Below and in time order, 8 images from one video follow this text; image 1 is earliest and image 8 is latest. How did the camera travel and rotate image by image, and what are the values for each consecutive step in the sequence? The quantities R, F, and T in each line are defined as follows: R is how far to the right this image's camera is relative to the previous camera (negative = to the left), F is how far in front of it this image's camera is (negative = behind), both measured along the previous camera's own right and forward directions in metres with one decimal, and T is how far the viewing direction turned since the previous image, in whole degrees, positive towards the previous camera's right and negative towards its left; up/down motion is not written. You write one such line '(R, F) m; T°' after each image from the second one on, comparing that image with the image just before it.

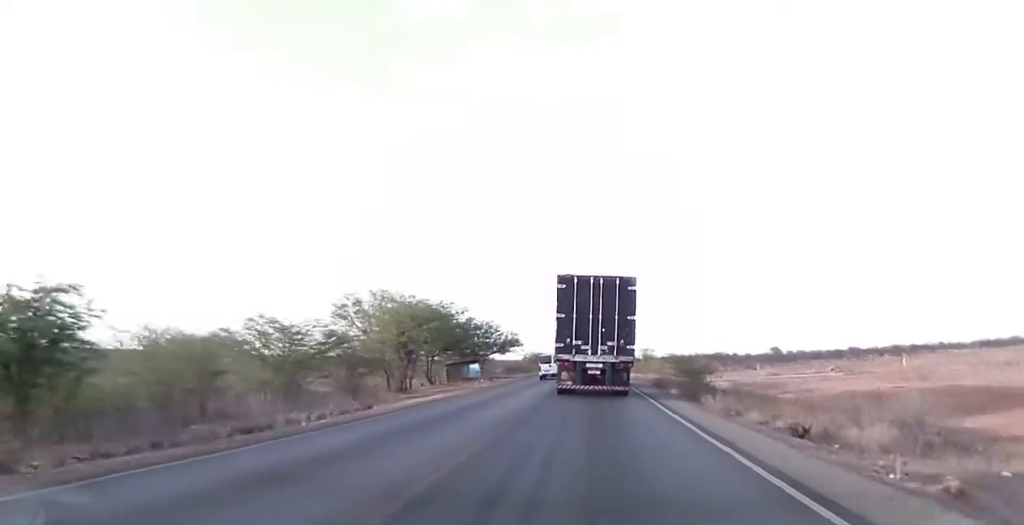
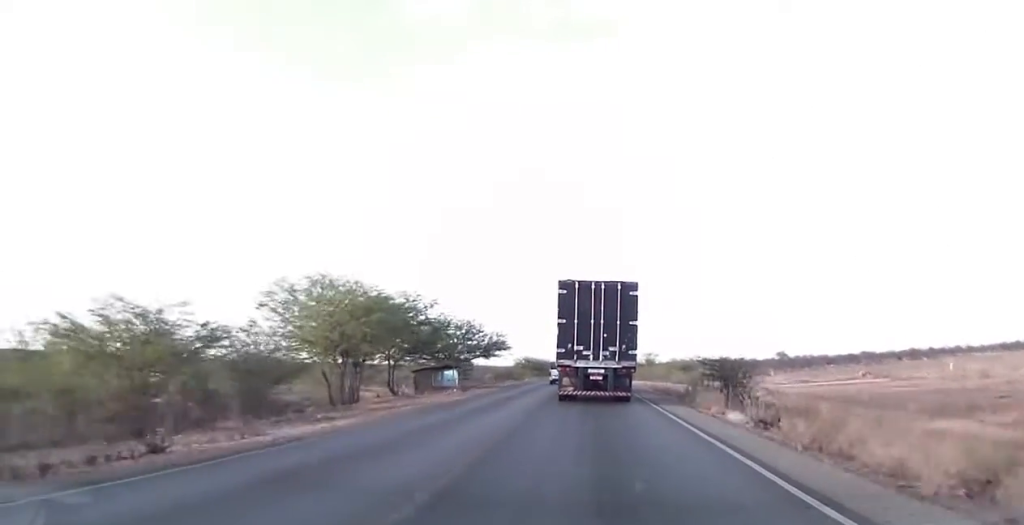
(0.0, +14.2) m; 0°
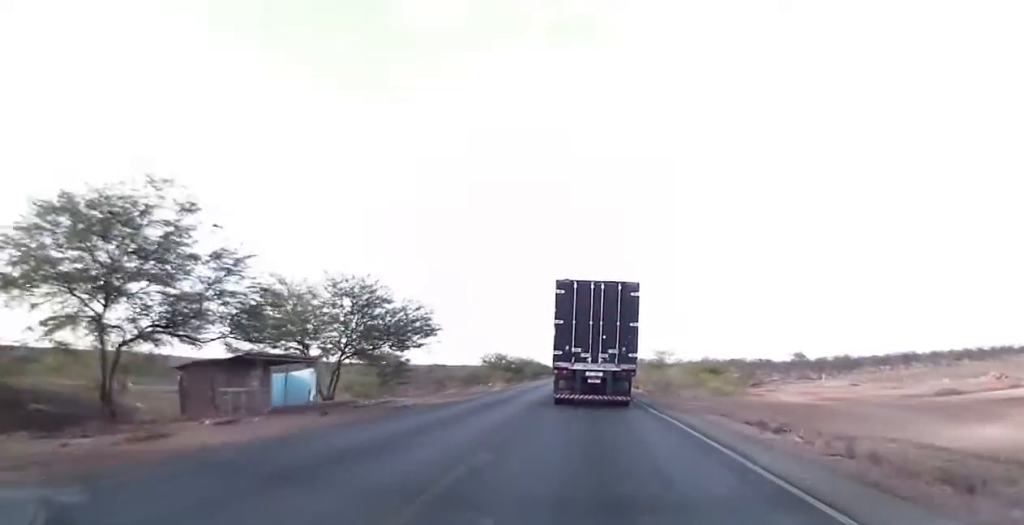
(+0.8, +36.4) m; +2°
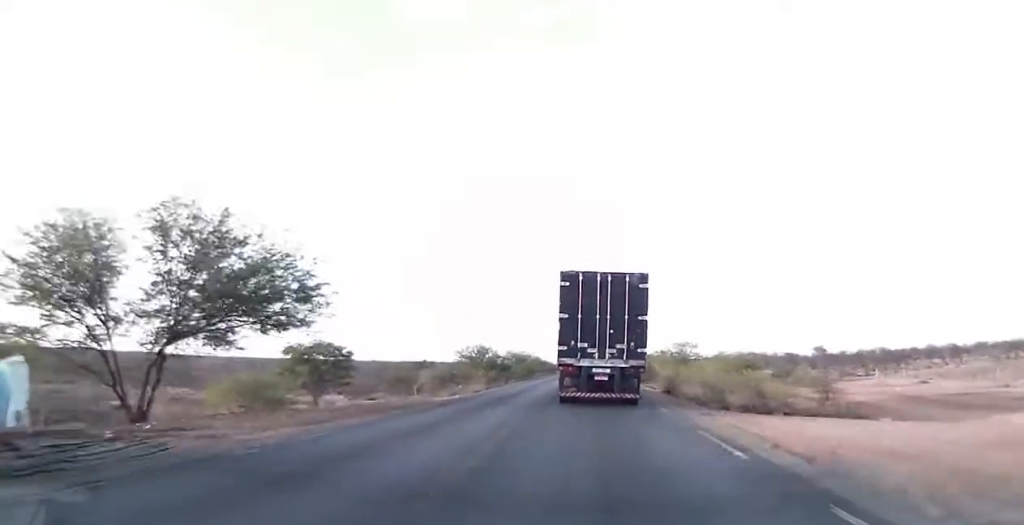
(0.0, +19.7) m; -1°
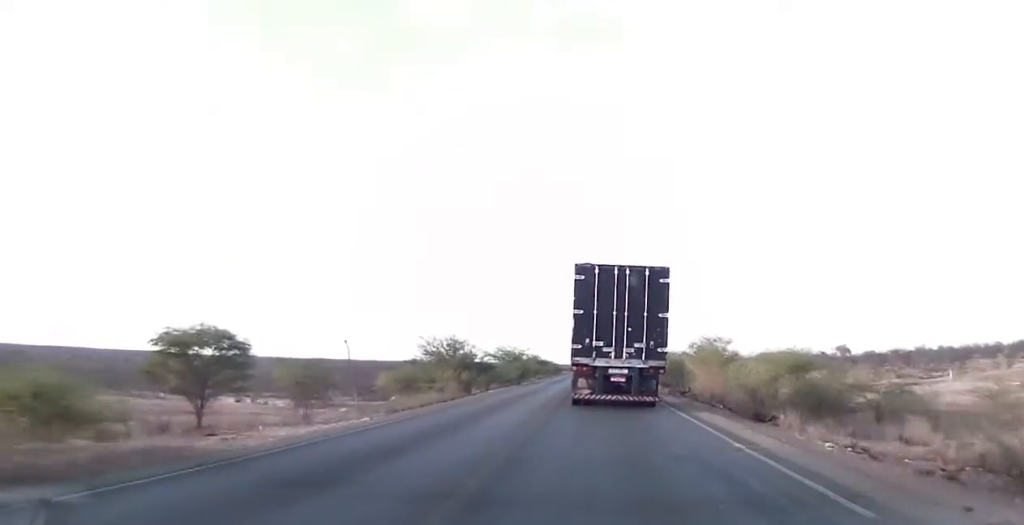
(-0.4, +18.2) m; -1°
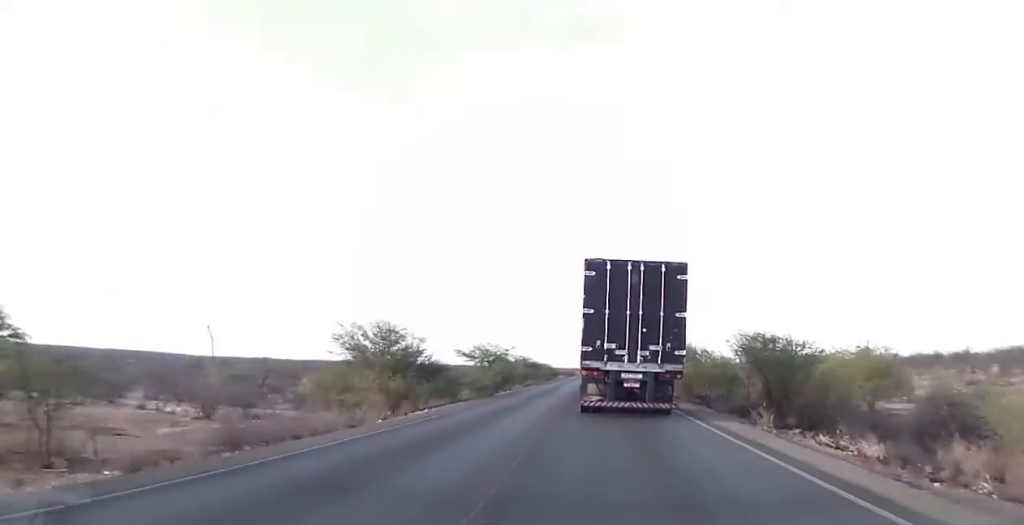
(-0.1, +17.8) m; 0°
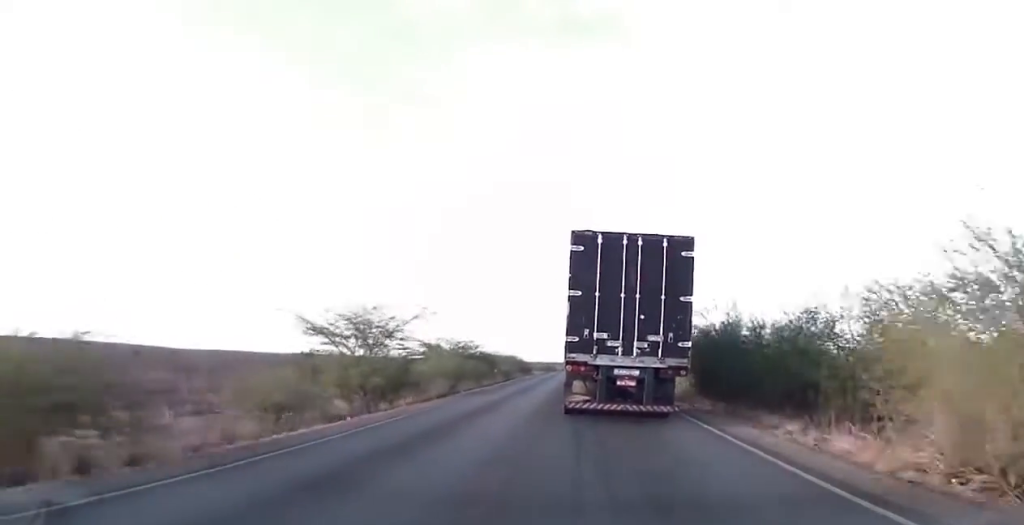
(+0.5, +32.4) m; +1°
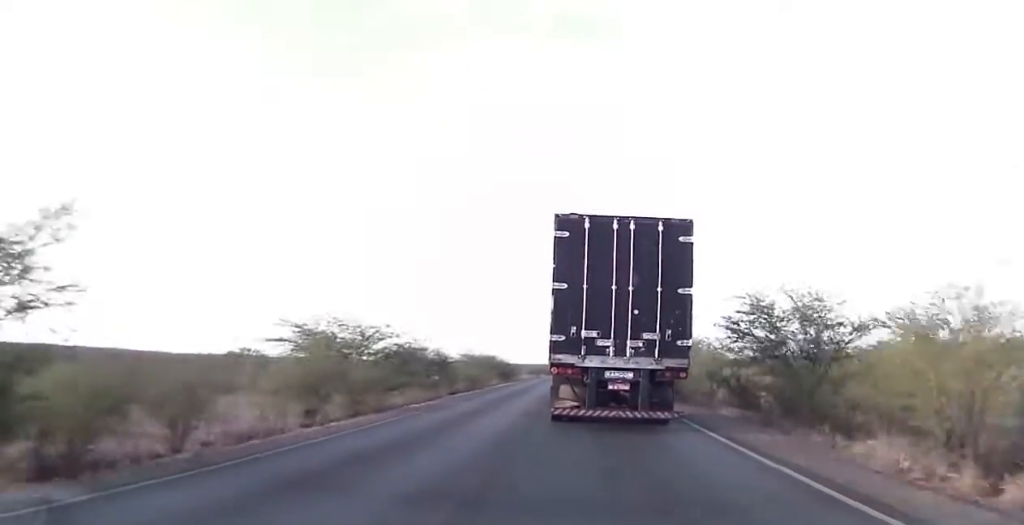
(0.0, +22.7) m; 0°
